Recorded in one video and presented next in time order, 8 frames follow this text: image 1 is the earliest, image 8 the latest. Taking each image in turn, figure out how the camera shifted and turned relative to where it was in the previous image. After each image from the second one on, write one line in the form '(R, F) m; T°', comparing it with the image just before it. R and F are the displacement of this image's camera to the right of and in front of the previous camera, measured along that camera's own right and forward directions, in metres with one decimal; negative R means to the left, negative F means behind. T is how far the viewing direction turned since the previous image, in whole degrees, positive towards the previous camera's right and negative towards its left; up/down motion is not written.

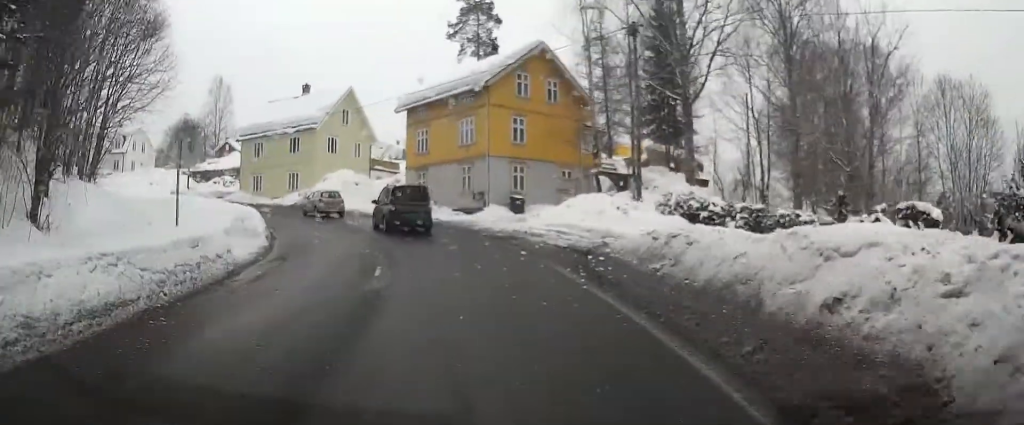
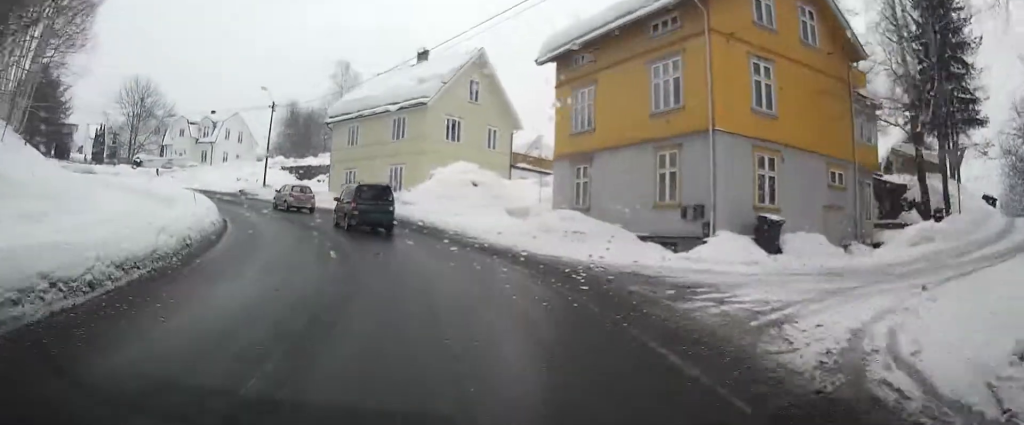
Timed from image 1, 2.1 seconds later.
(-1.0, +17.9) m; -11°
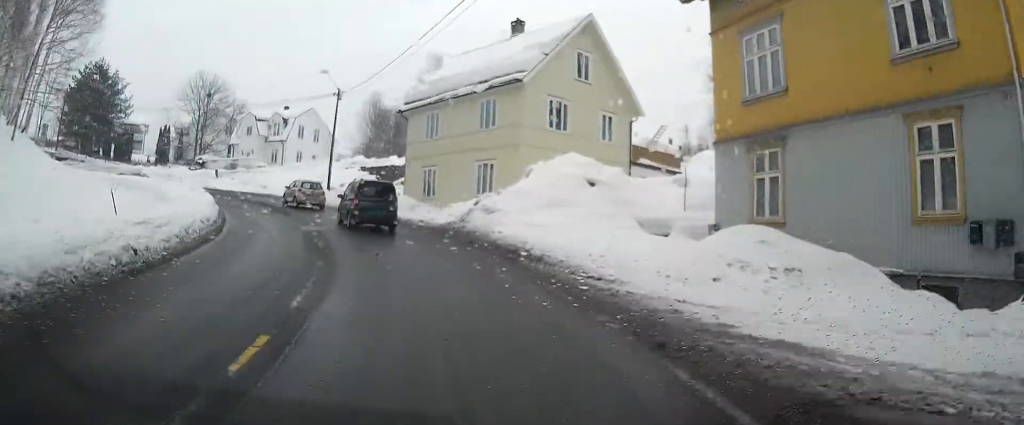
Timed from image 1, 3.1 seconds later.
(-0.7, +8.9) m; -9°
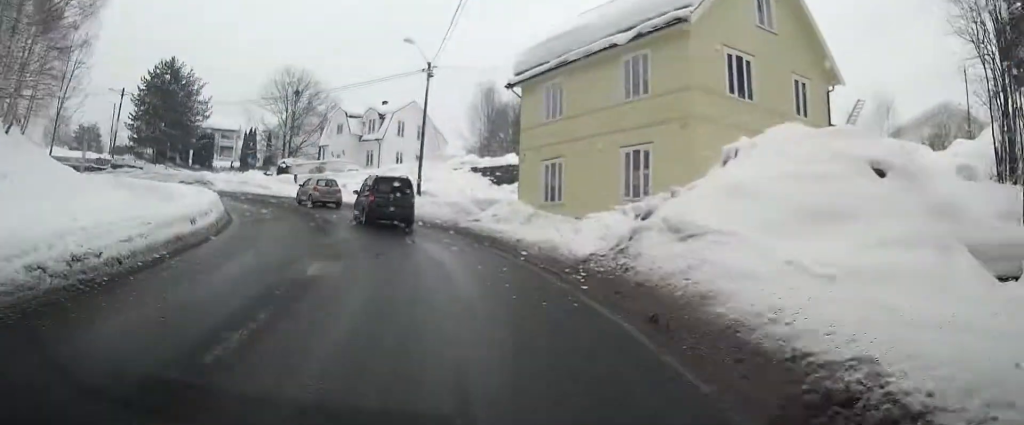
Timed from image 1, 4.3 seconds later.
(-1.1, +10.4) m; -12°
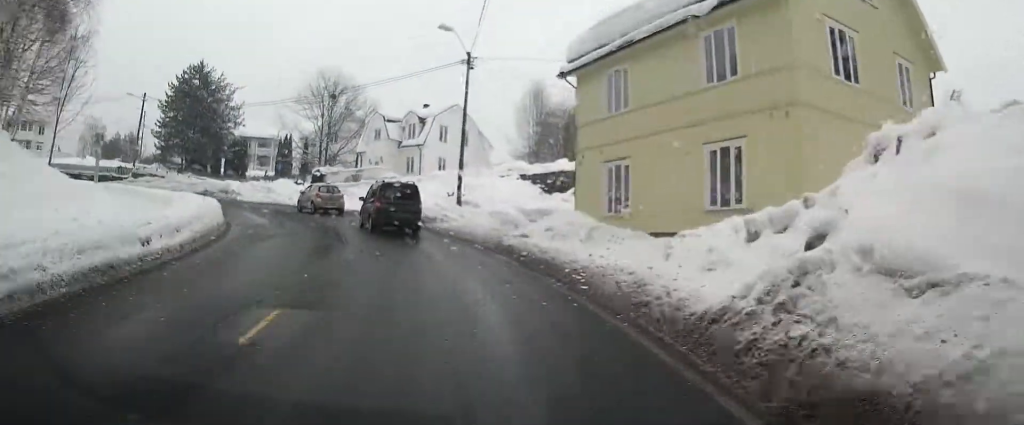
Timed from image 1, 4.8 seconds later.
(-0.2, +4.2) m; -5°
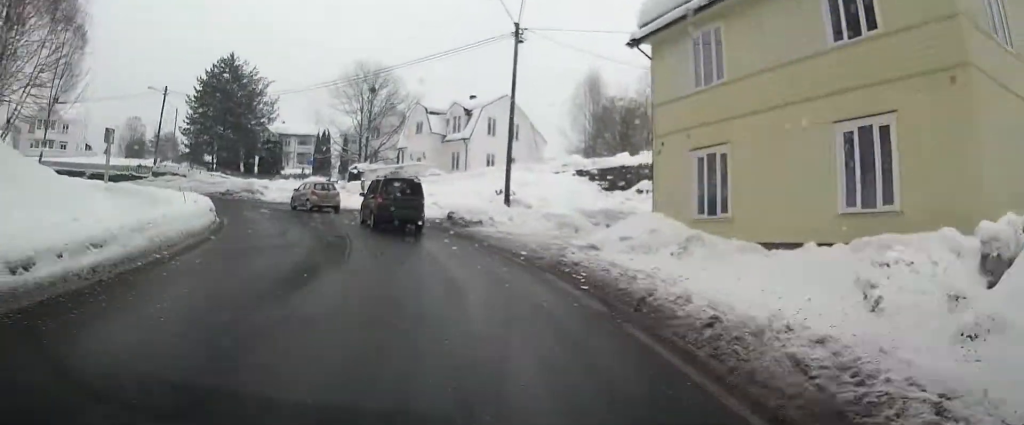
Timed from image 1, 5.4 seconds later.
(-0.1, +4.8) m; -5°
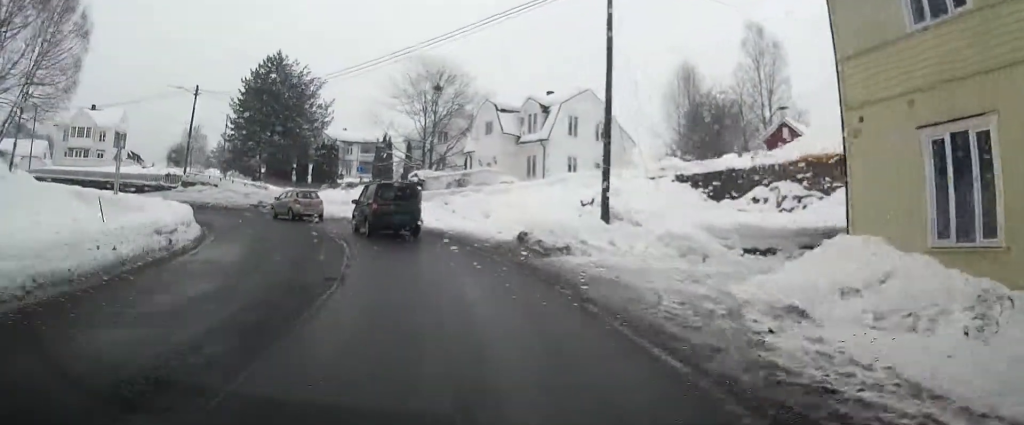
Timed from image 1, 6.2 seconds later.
(-0.5, +7.2) m; -6°
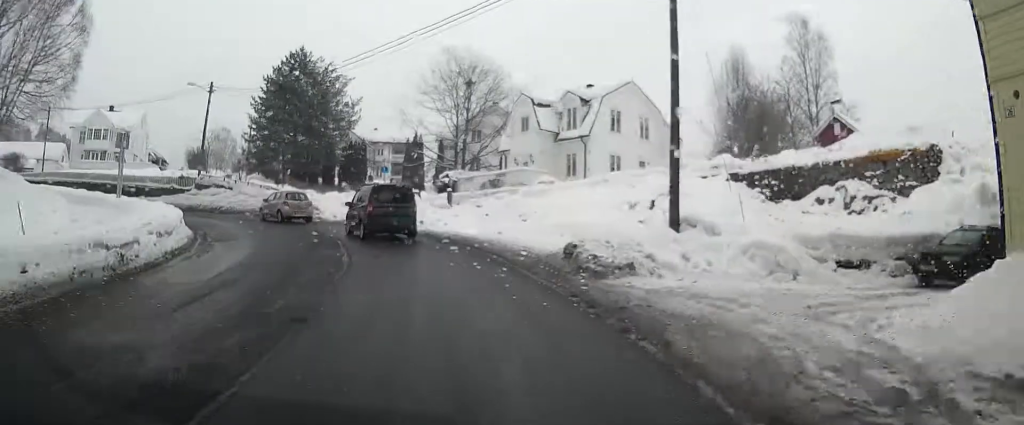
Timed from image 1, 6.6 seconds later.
(0.0, +3.5) m; -3°
